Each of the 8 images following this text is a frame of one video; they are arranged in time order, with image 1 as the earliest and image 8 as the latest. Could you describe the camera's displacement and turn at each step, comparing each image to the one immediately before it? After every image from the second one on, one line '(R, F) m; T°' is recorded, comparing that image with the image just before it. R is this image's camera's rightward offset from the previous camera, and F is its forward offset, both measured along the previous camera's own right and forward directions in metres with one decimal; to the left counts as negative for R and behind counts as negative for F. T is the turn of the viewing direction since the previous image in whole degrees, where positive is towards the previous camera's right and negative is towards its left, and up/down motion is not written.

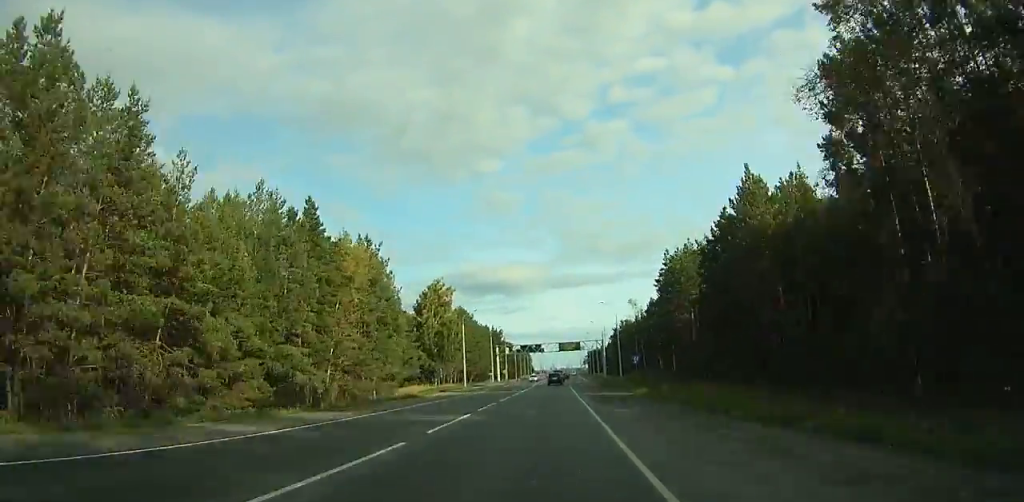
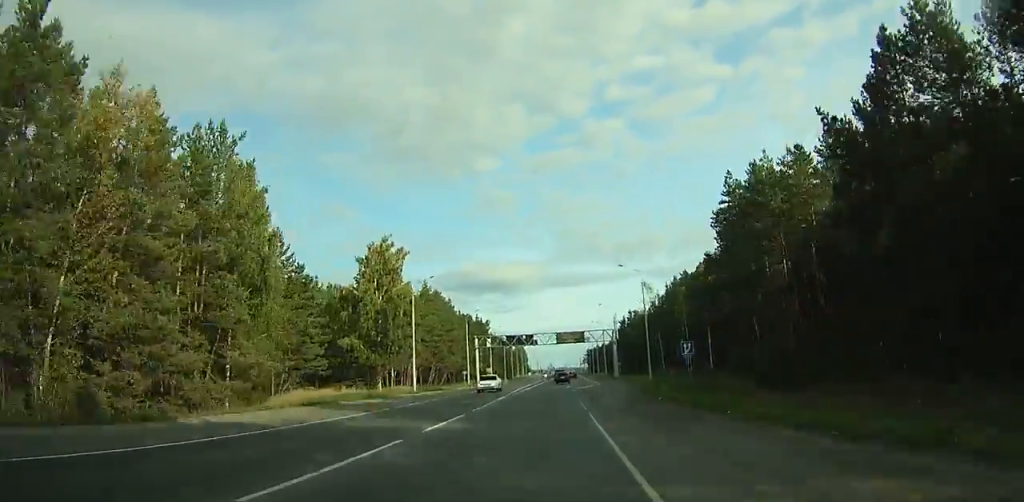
(-0.1, +31.0) m; 0°
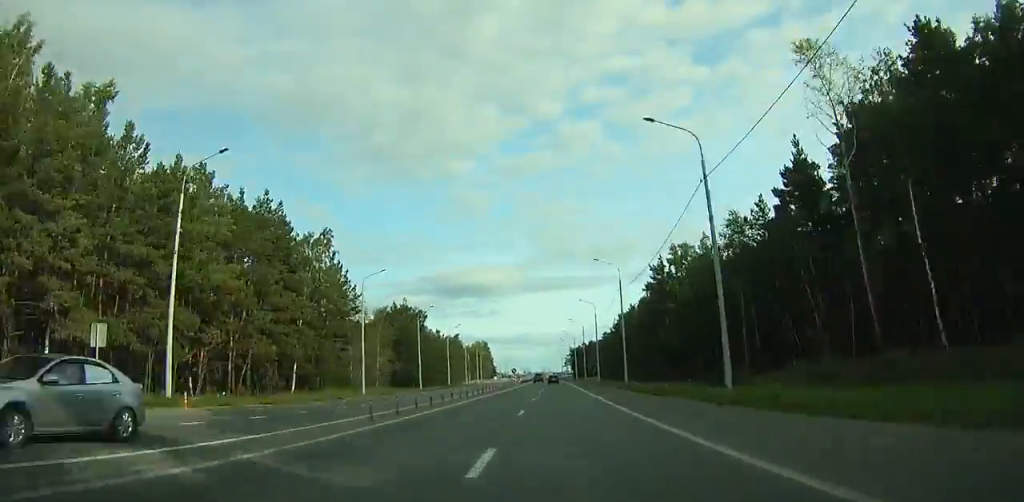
(+2.3, +101.9) m; +2°
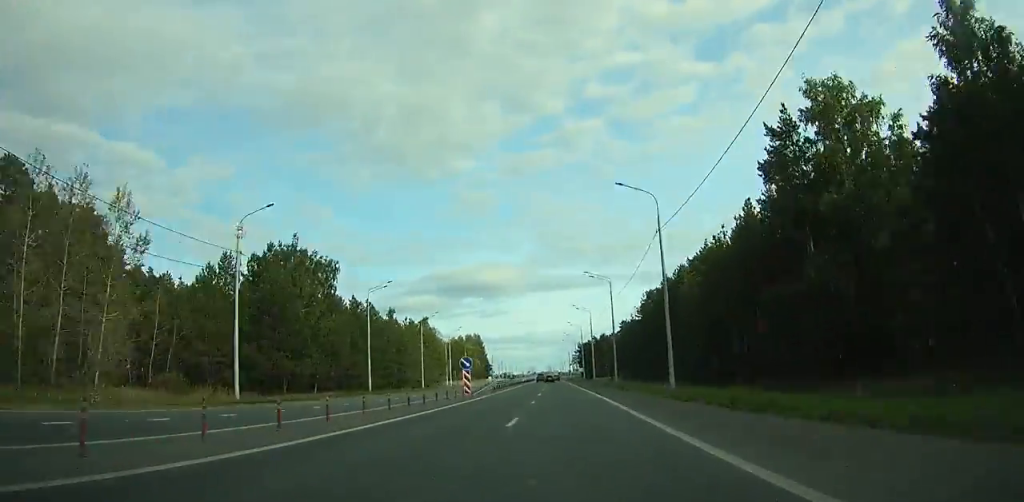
(+0.2, +53.0) m; 0°
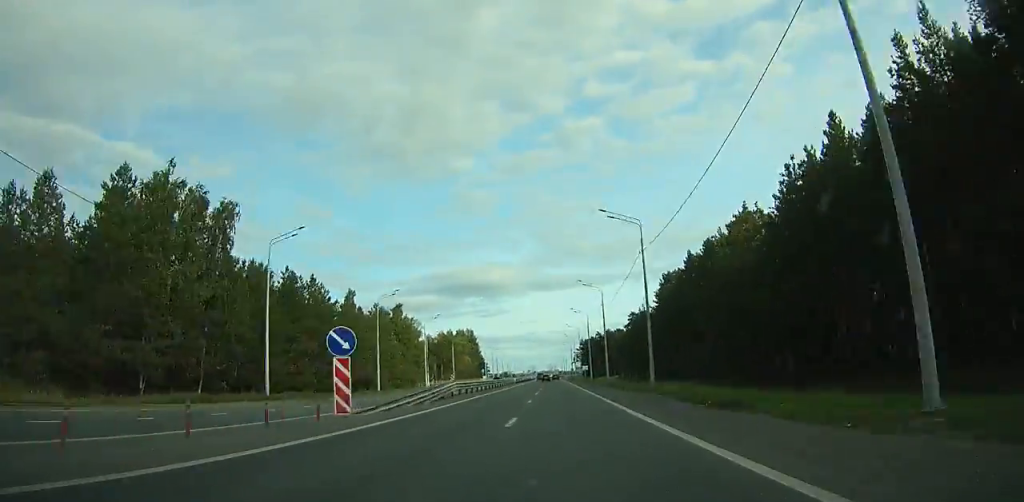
(-0.2, +23.9) m; 0°
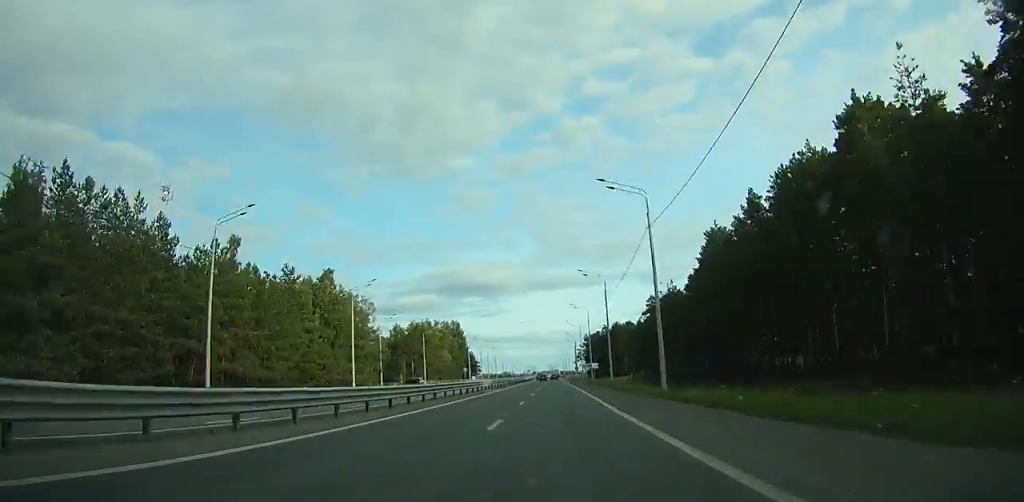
(-0.1, +36.8) m; 0°
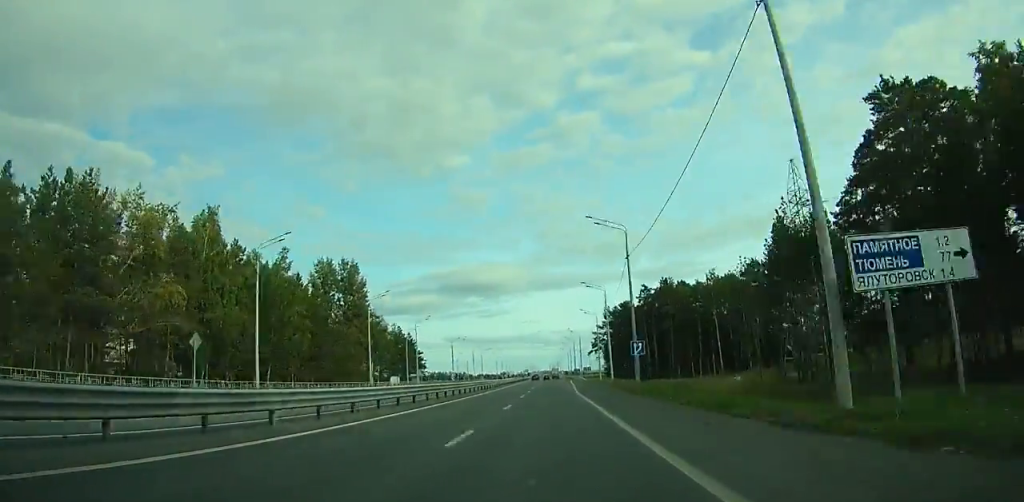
(+5.6, +109.8) m; -1°
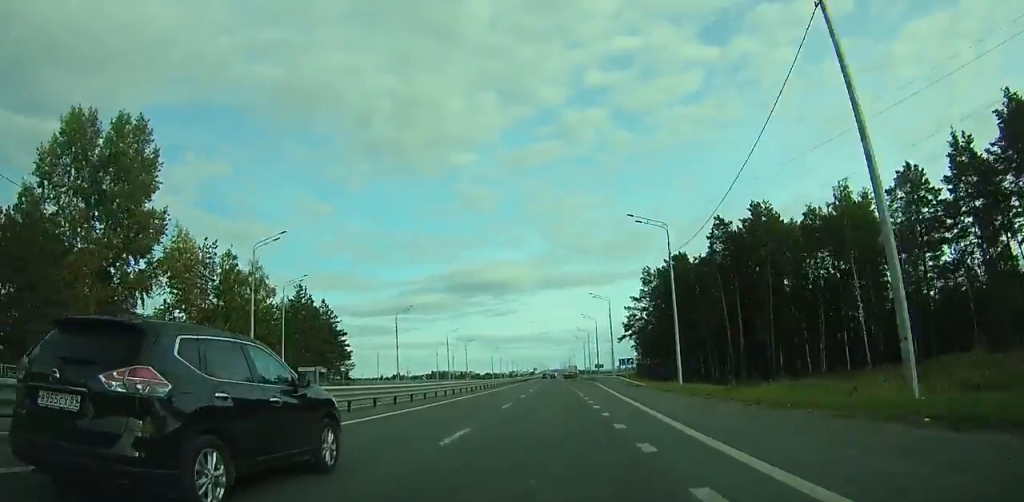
(-6.8, +62.3) m; -4°
